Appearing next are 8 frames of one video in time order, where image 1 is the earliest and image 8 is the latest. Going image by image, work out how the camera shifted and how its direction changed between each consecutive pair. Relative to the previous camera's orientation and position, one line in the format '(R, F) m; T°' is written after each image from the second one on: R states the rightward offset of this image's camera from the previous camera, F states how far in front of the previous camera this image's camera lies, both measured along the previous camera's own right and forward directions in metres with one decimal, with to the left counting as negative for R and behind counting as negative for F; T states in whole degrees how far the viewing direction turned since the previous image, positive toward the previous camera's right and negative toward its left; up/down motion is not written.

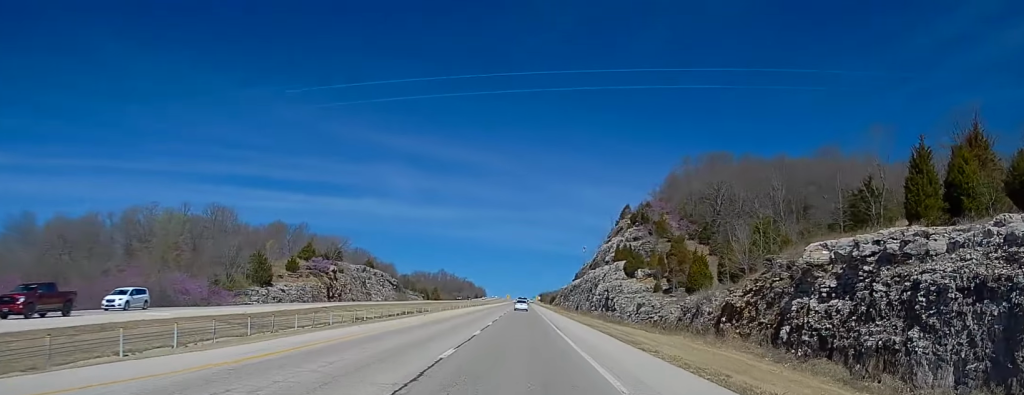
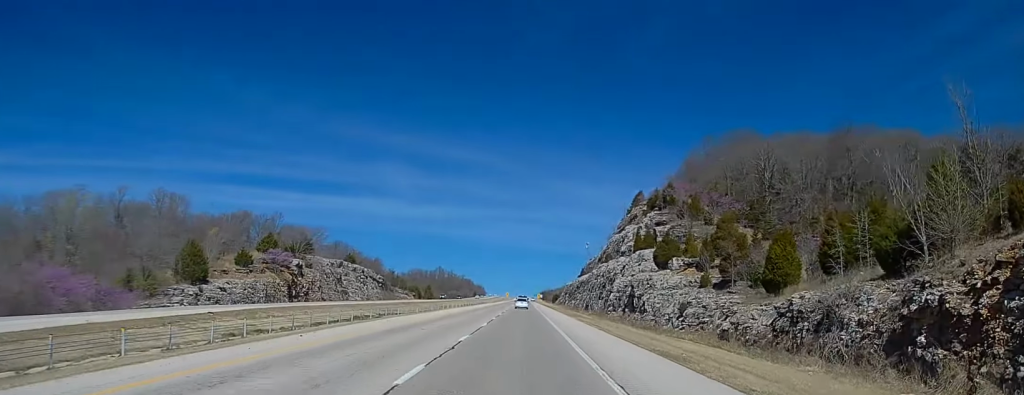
(-0.4, +30.1) m; -1°
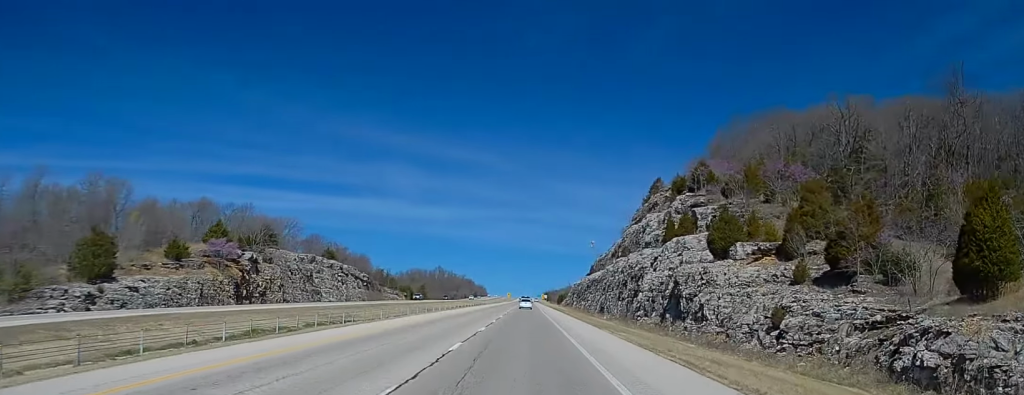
(+0.1, +29.1) m; +1°
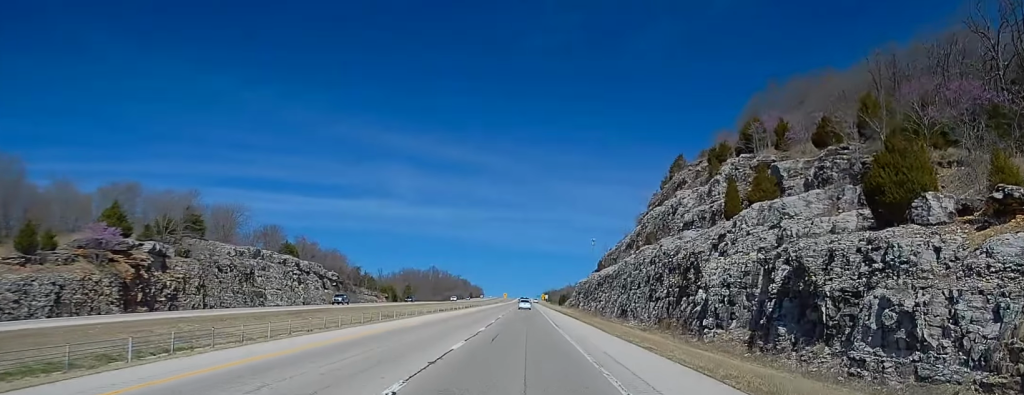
(+0.3, +35.4) m; +1°
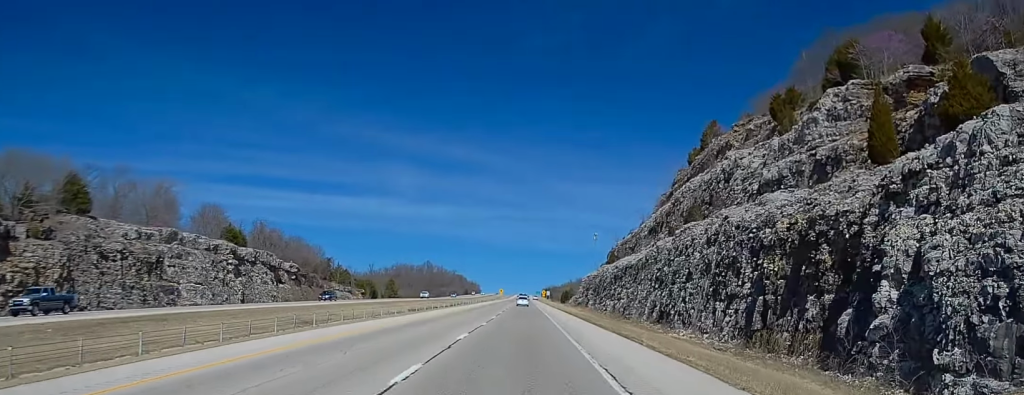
(0.0, +34.1) m; 0°
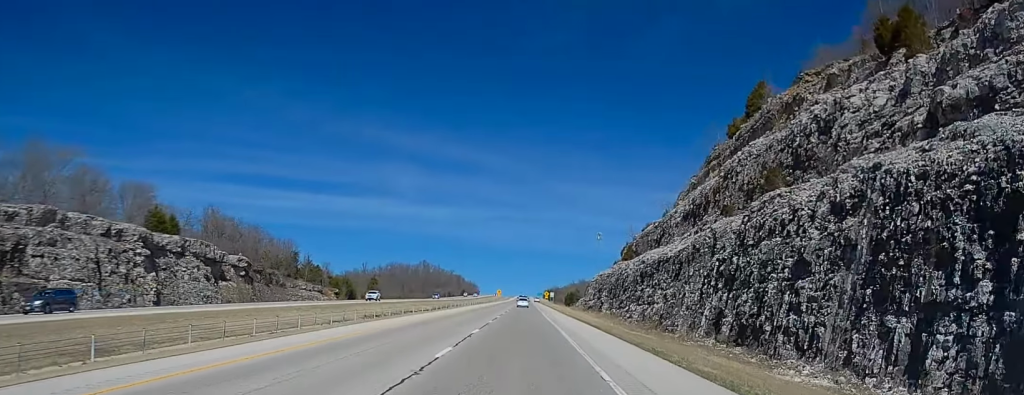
(-0.4, +30.6) m; -1°
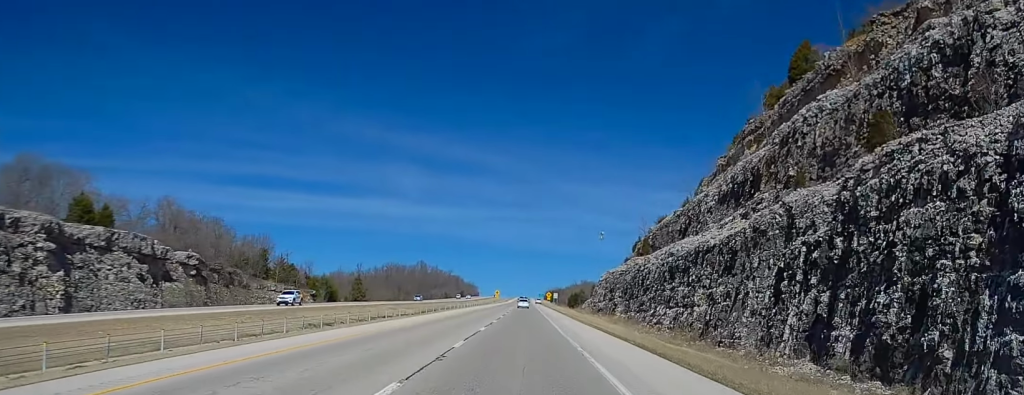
(-0.2, +21.0) m; 0°
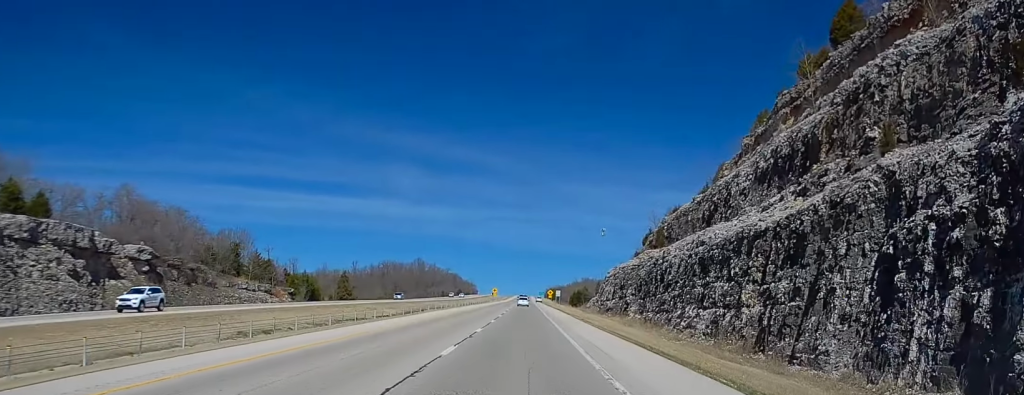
(+0.3, +15.3) m; +1°
